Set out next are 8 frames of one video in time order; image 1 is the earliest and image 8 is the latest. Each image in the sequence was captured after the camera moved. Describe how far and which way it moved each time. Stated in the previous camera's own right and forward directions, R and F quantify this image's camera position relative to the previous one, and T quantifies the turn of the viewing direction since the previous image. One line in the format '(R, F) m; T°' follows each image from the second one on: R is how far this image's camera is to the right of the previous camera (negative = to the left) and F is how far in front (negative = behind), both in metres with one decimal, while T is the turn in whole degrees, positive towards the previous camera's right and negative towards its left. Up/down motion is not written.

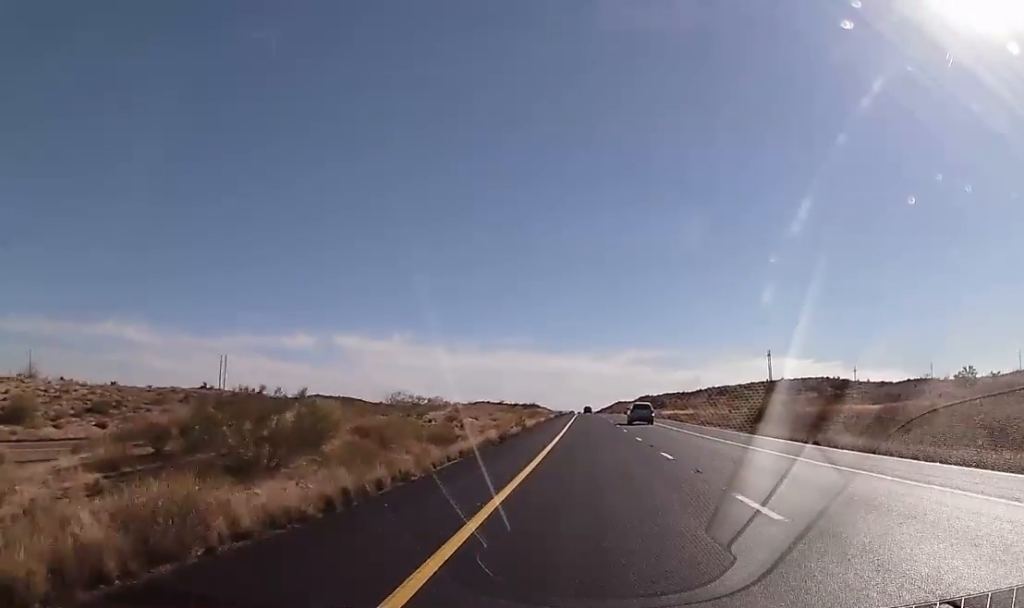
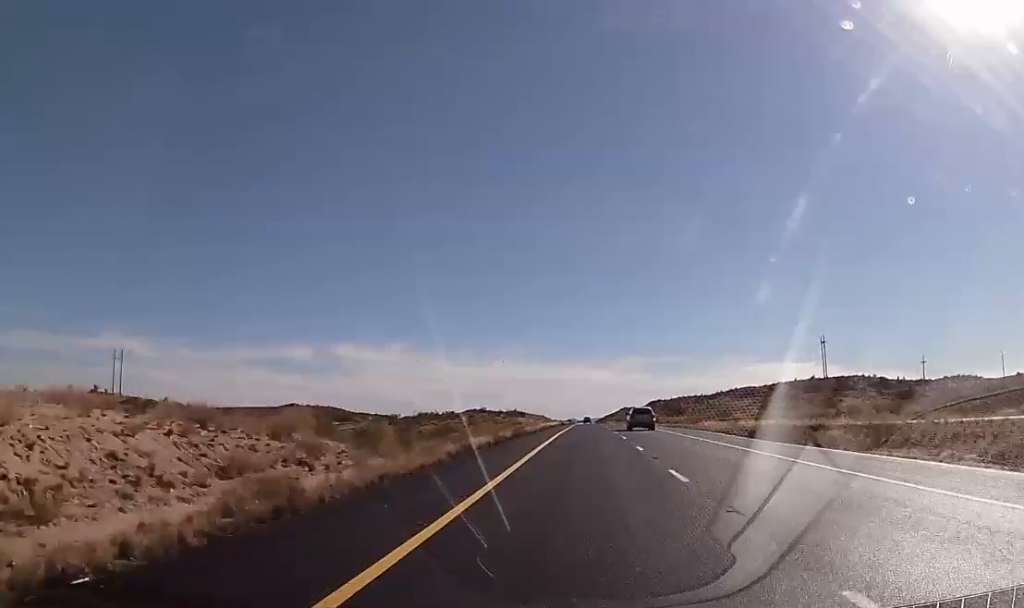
(+1.0, +66.8) m; +1°
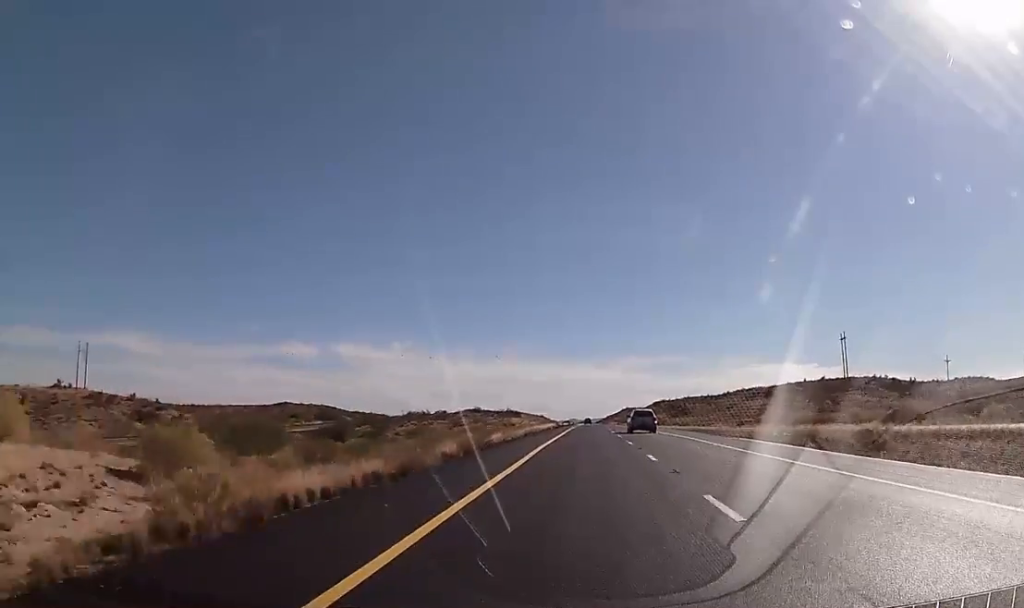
(0.0, +17.5) m; 0°
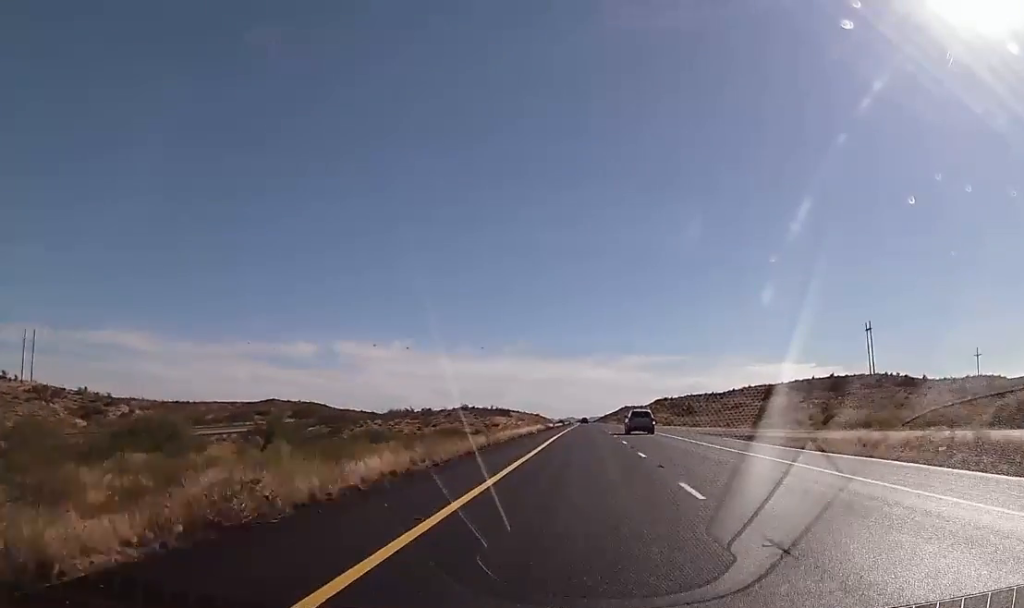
(0.0, +22.7) m; 0°
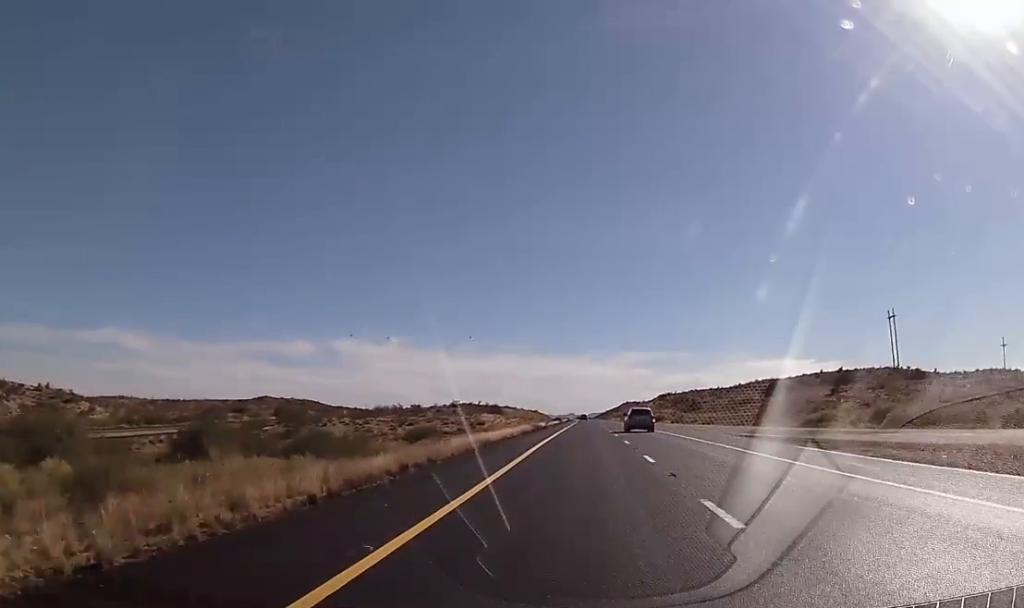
(+0.1, +15.5) m; 0°
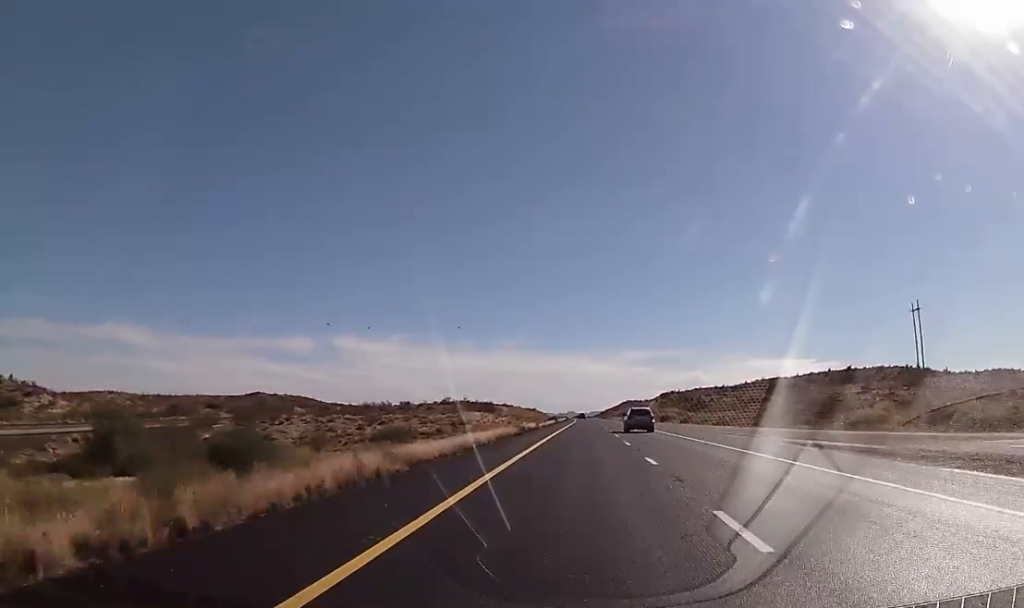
(-0.2, +13.4) m; 0°
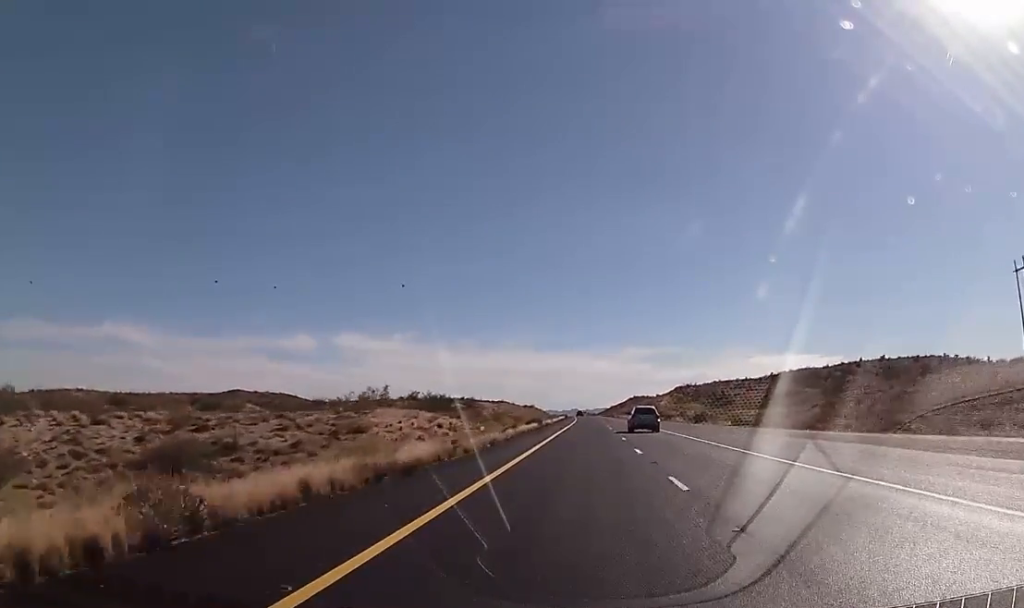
(-0.3, +42.2) m; 0°
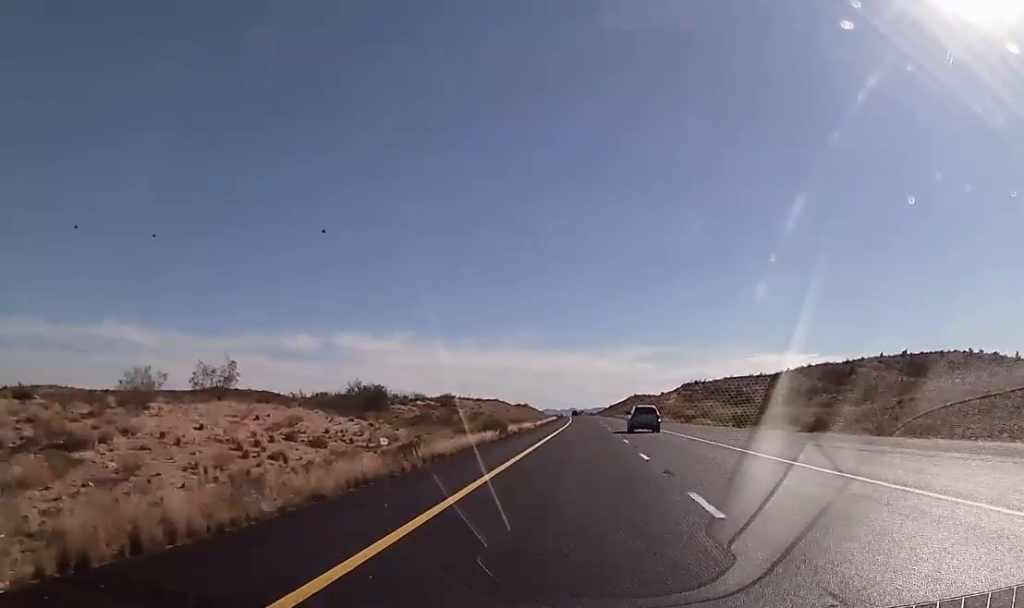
(+0.3, +27.8) m; +1°
